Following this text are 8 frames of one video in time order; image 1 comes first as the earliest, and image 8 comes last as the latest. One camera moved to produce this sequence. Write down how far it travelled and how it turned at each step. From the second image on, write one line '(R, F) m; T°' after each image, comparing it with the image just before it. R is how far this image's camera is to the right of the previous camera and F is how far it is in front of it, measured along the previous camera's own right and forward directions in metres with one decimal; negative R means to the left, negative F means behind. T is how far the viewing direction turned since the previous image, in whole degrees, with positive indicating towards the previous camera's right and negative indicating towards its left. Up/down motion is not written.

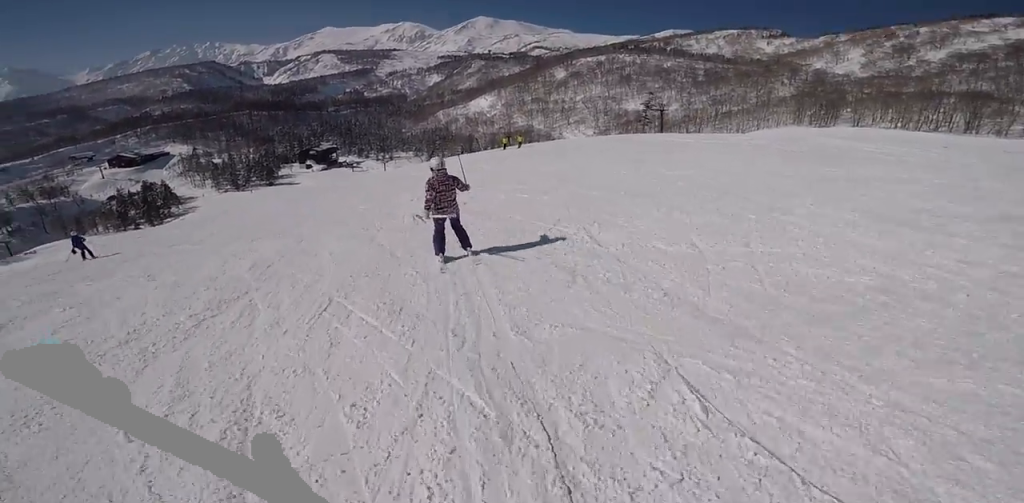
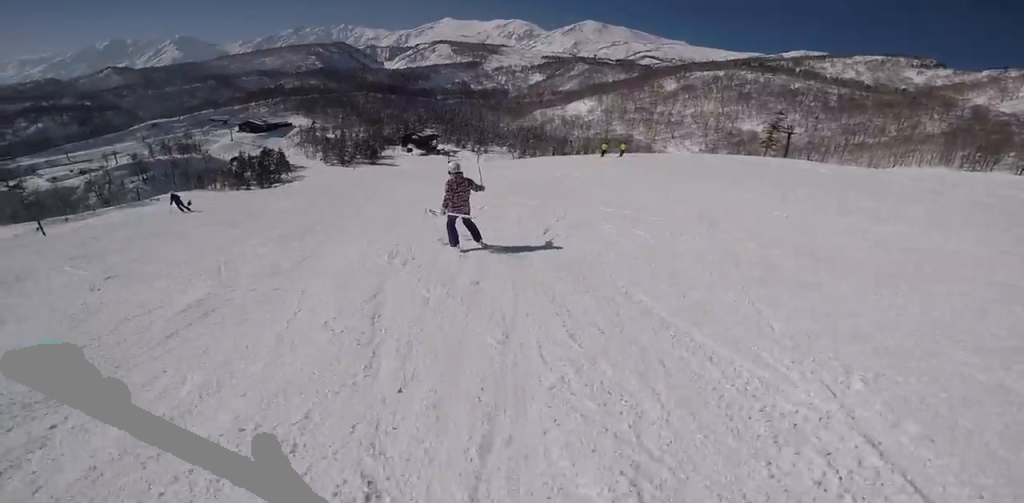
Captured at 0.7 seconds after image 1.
(-0.6, +4.1) m; -10°
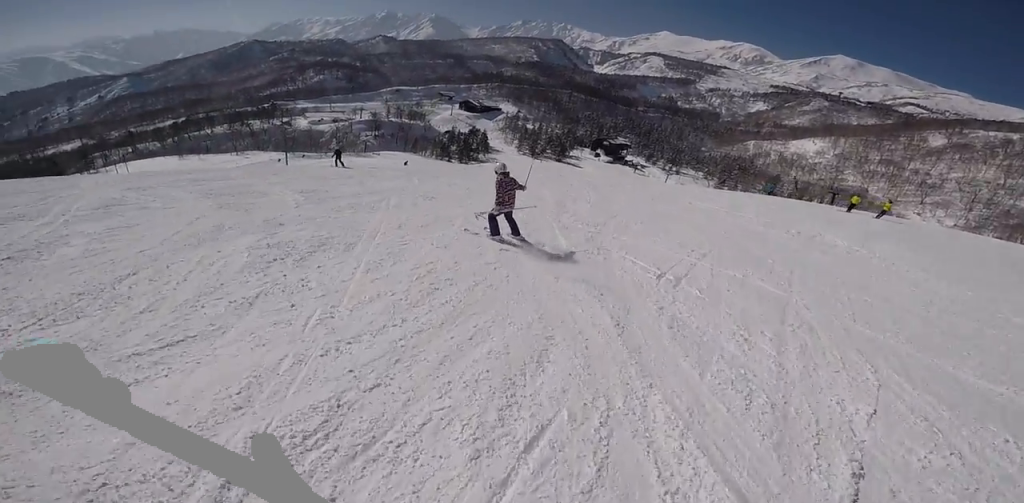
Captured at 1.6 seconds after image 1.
(-0.4, +5.1) m; -15°
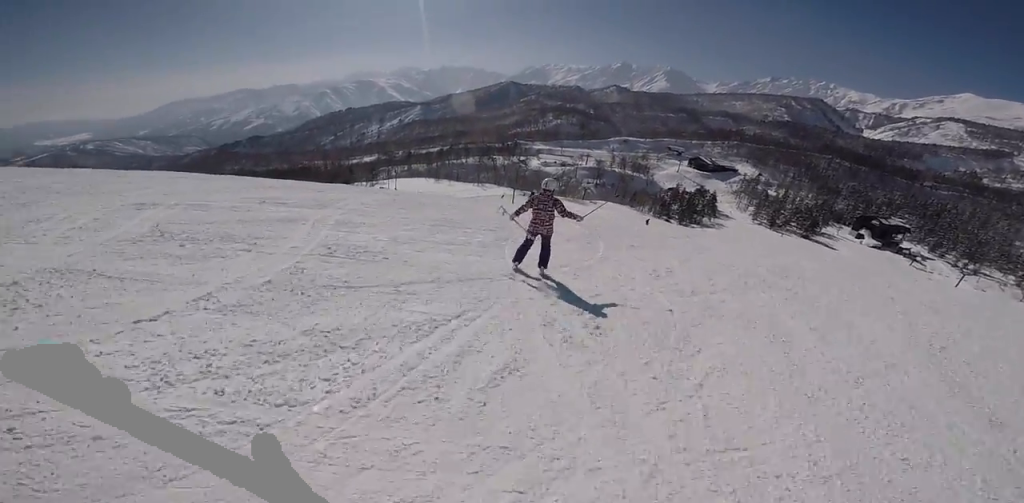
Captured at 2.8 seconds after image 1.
(-1.5, +7.2) m; -13°
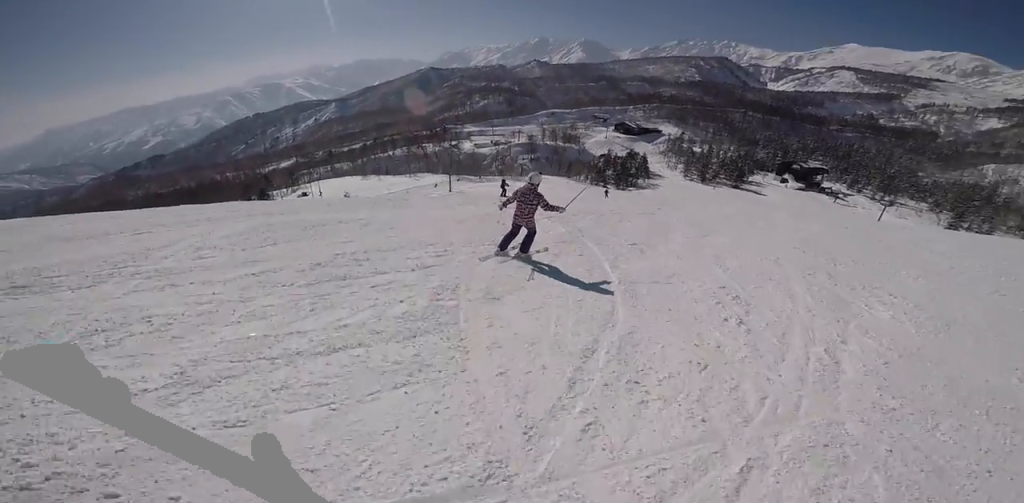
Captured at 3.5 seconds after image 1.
(+0.2, +4.1) m; +8°
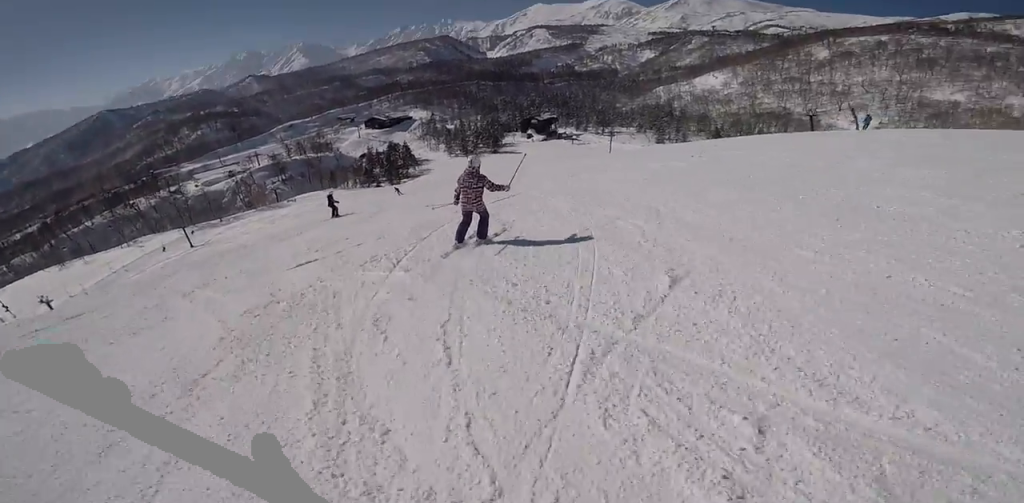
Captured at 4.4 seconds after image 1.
(+0.6, +5.3) m; +12°
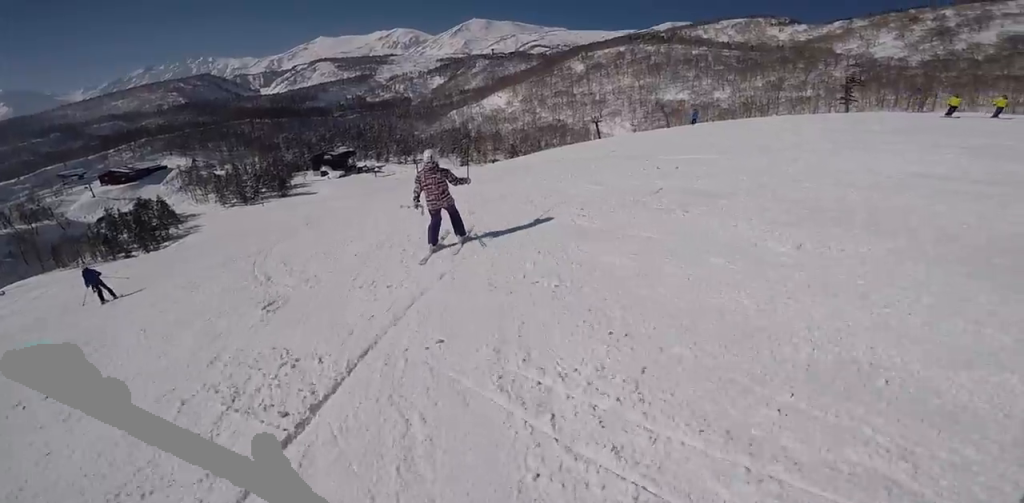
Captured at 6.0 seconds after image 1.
(+1.3, +8.2) m; +25°
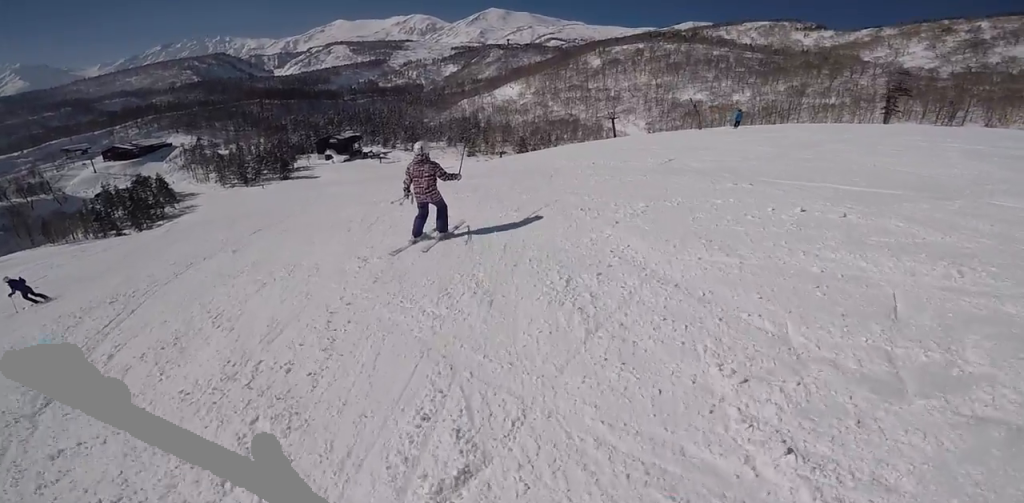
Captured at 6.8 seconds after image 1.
(+0.9, +3.9) m; +12°
